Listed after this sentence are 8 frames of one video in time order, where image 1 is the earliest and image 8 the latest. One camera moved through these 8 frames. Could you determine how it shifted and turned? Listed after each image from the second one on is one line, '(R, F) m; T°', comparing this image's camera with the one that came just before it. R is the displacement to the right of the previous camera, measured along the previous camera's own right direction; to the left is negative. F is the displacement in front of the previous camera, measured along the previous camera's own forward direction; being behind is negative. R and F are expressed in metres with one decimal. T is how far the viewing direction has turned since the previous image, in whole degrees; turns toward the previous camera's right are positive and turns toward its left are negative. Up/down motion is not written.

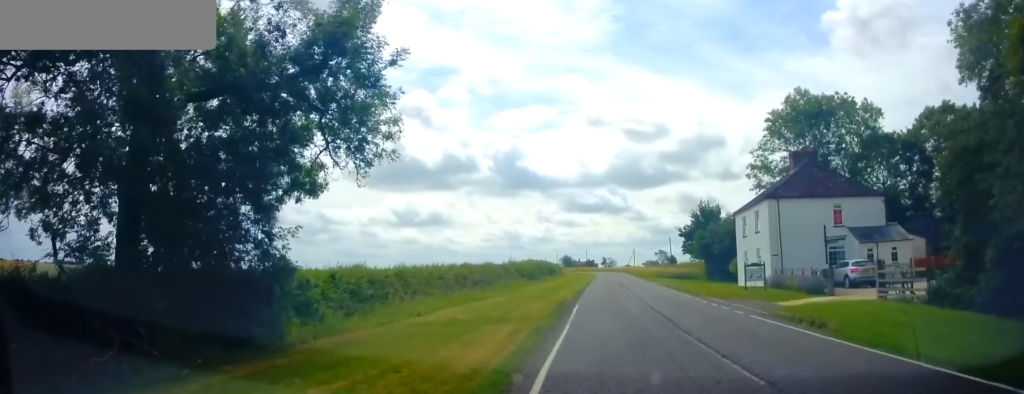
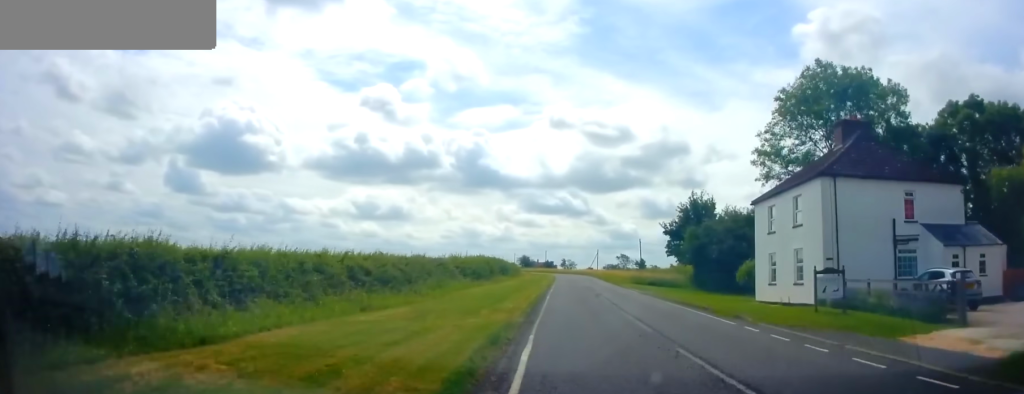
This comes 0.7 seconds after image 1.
(+0.4, +10.2) m; +3°
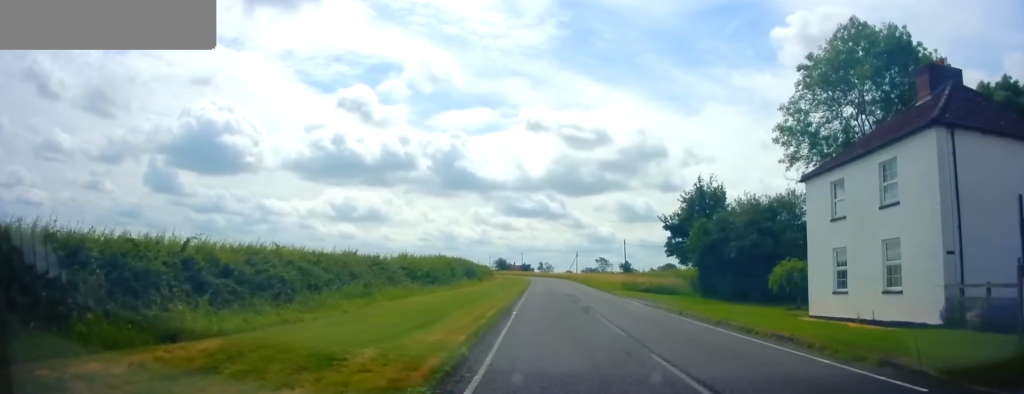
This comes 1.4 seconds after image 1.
(+0.5, +8.8) m; 0°
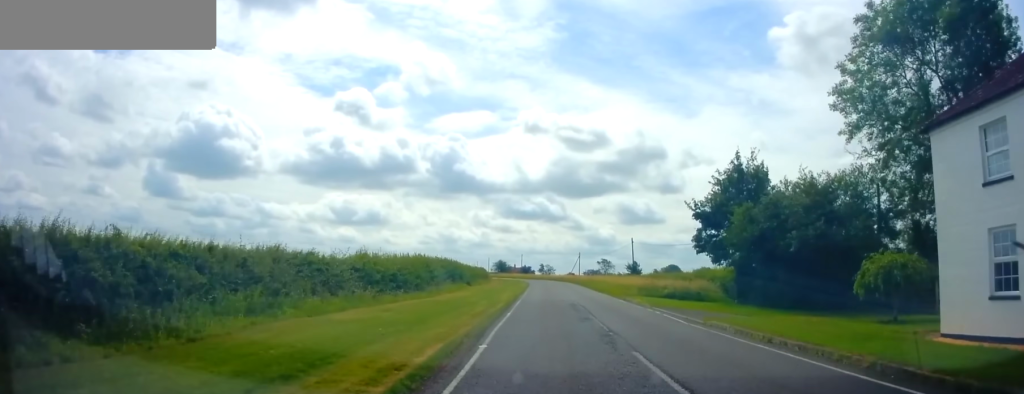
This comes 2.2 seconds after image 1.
(-0.4, +7.8) m; -3°
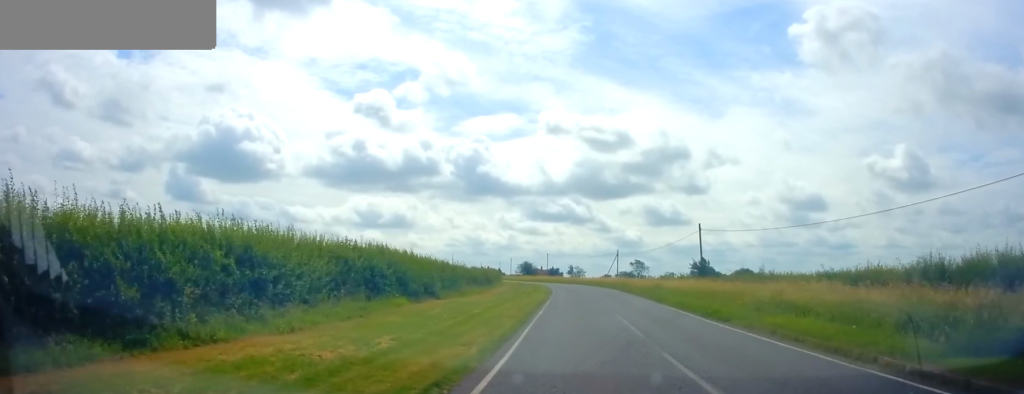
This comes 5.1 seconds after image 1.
(+0.3, +25.7) m; 0°
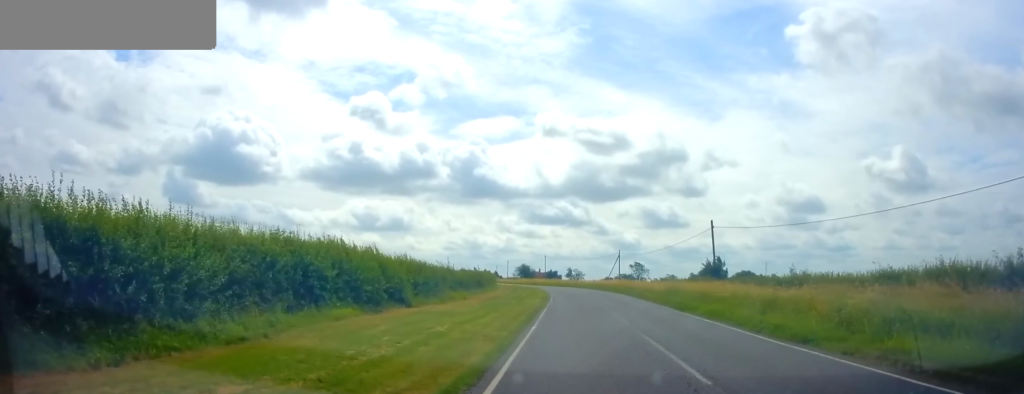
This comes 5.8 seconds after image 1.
(-0.2, +6.3) m; 0°
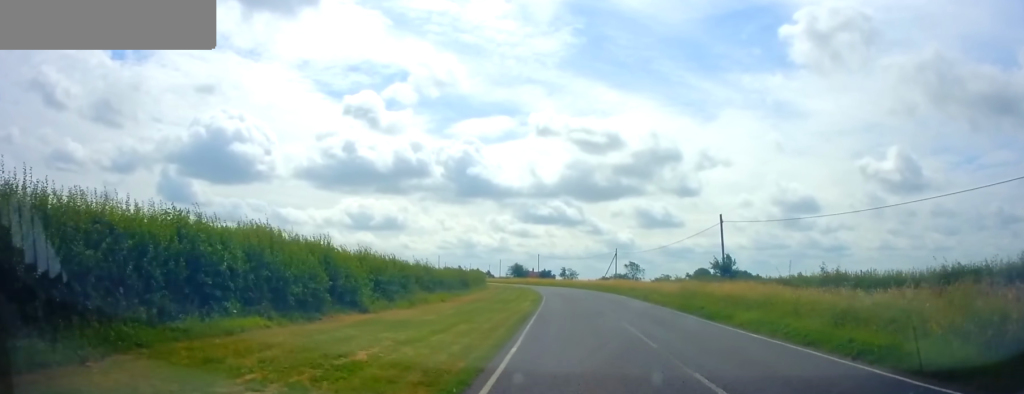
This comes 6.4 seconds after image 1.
(+0.1, +5.2) m; +2°
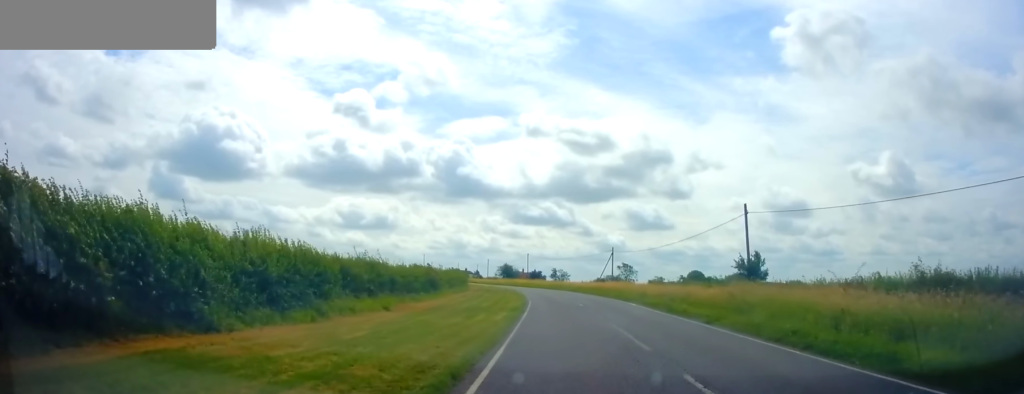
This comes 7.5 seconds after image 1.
(+0.1, +9.3) m; 0°
